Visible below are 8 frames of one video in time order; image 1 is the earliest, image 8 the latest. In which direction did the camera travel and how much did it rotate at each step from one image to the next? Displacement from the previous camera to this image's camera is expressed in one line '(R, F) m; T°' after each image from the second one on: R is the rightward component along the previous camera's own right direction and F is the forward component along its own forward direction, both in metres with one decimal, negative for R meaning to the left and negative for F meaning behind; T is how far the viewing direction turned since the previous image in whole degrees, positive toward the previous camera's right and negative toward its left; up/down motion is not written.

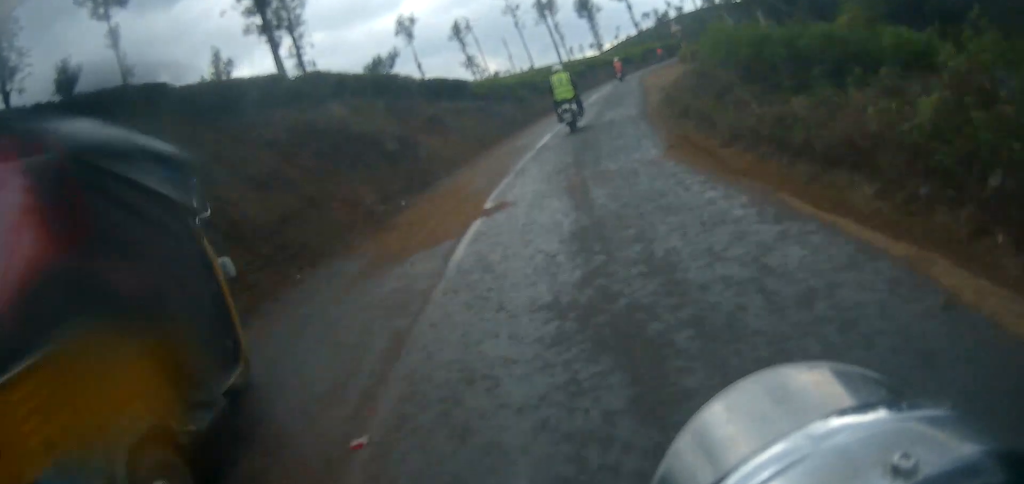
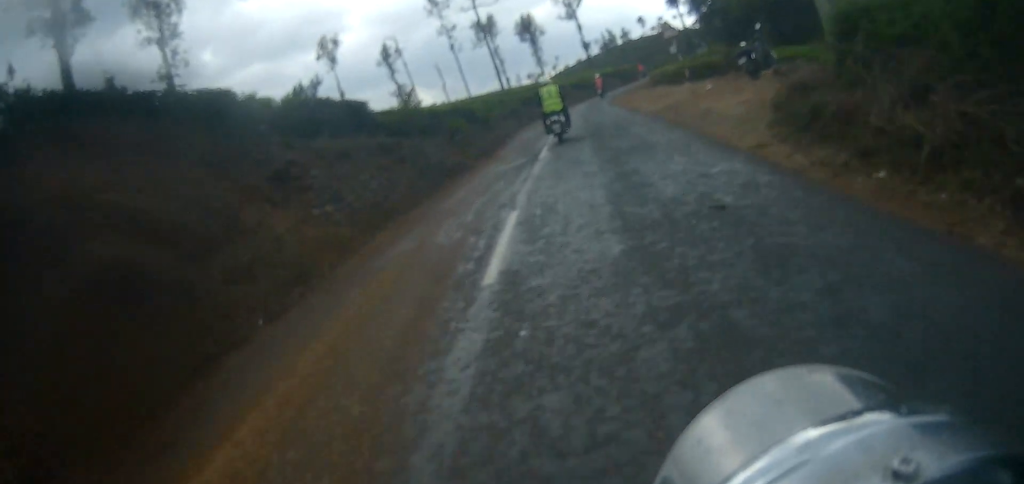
(+1.4, +10.3) m; +9°
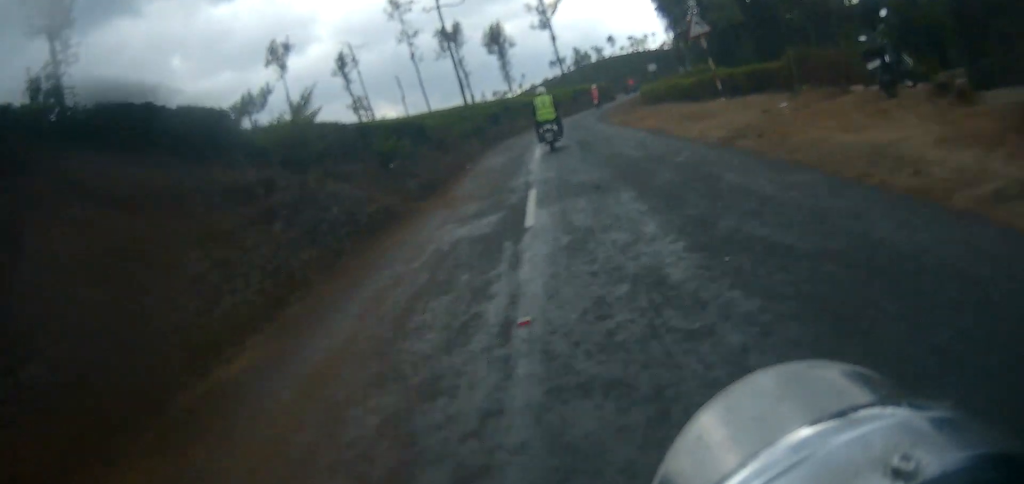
(+0.4, +7.3) m; +5°
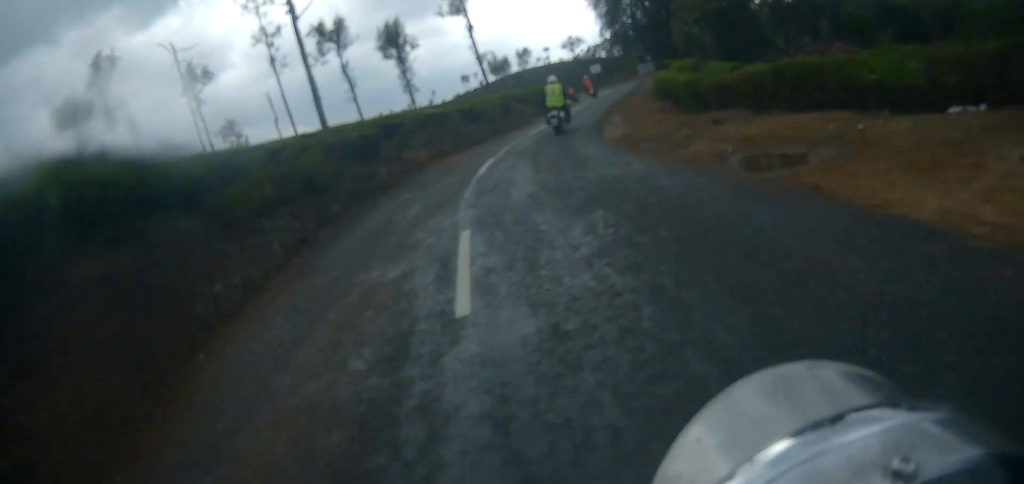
(+1.8, +20.8) m; +8°
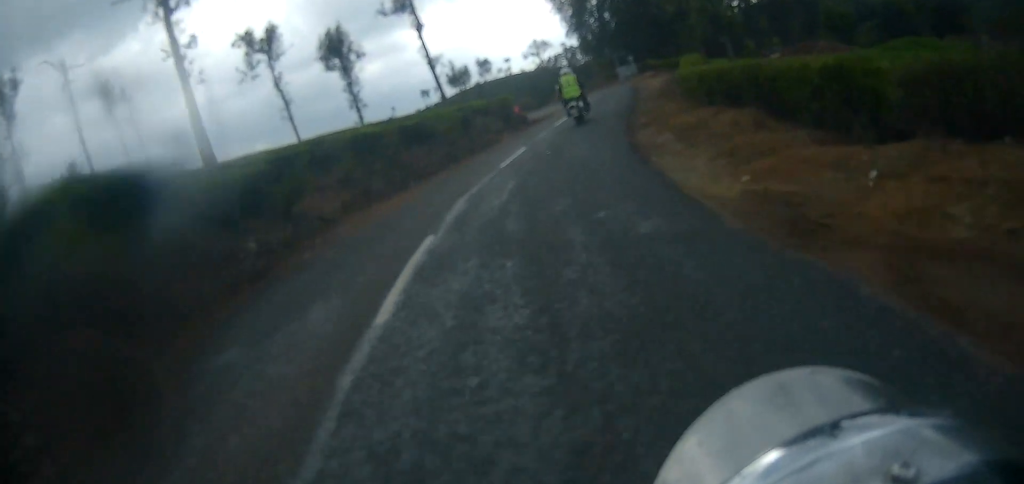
(0.0, +8.6) m; +4°
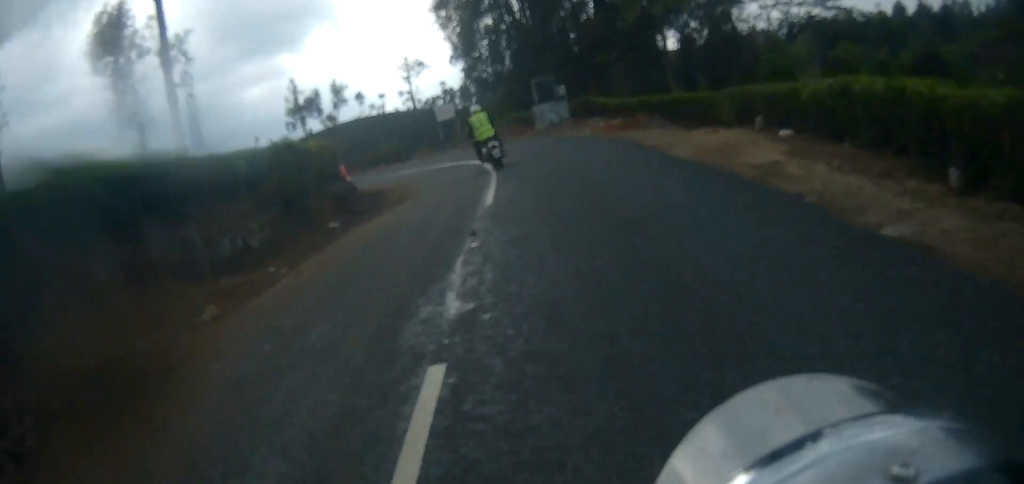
(+2.1, +21.7) m; +3°
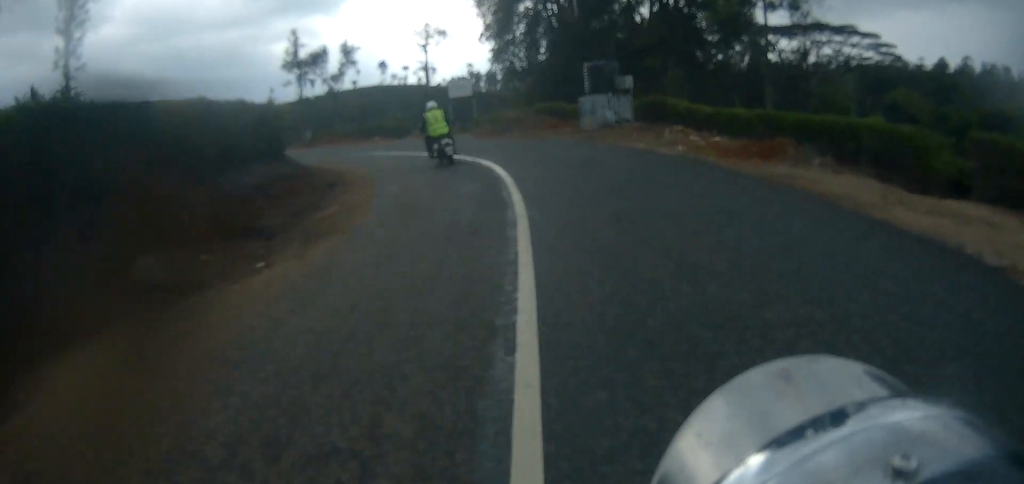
(-0.4, +8.6) m; -5°
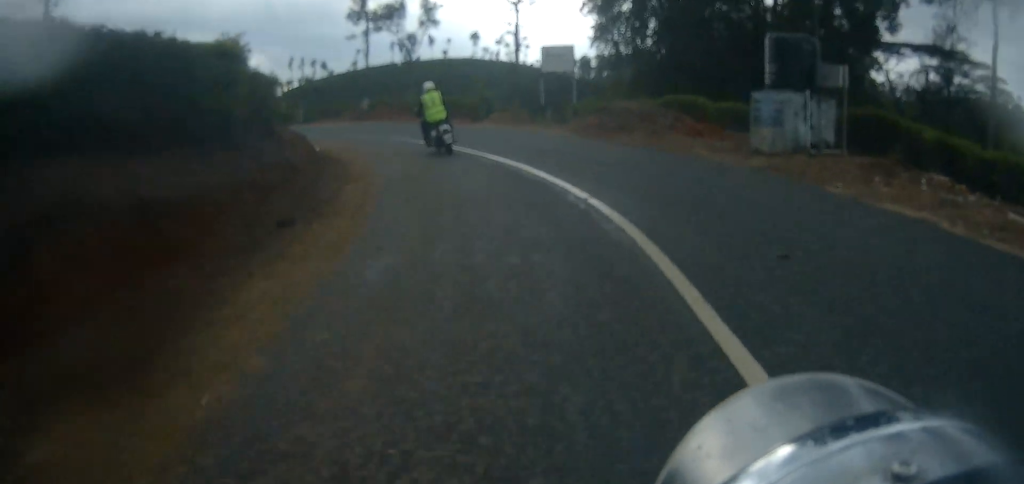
(-0.5, +8.0) m; -4°
